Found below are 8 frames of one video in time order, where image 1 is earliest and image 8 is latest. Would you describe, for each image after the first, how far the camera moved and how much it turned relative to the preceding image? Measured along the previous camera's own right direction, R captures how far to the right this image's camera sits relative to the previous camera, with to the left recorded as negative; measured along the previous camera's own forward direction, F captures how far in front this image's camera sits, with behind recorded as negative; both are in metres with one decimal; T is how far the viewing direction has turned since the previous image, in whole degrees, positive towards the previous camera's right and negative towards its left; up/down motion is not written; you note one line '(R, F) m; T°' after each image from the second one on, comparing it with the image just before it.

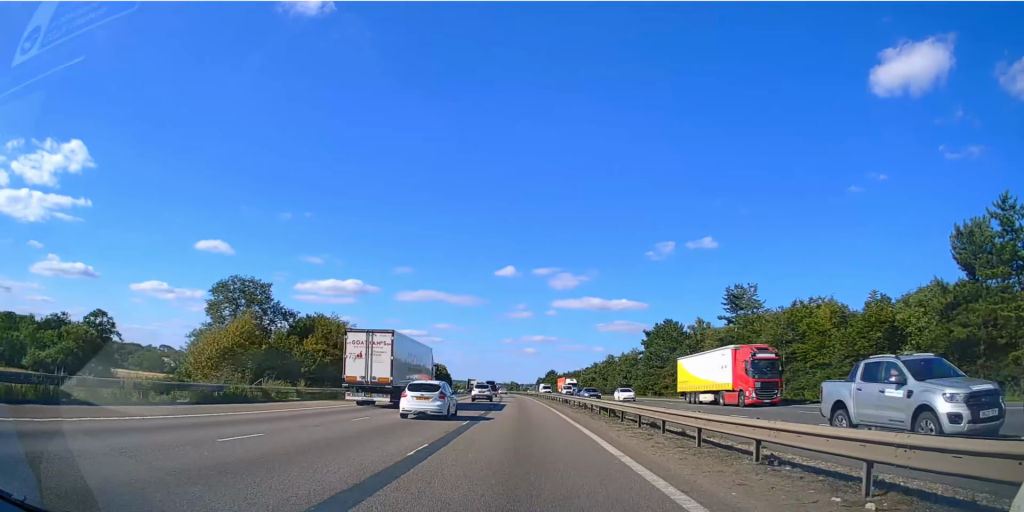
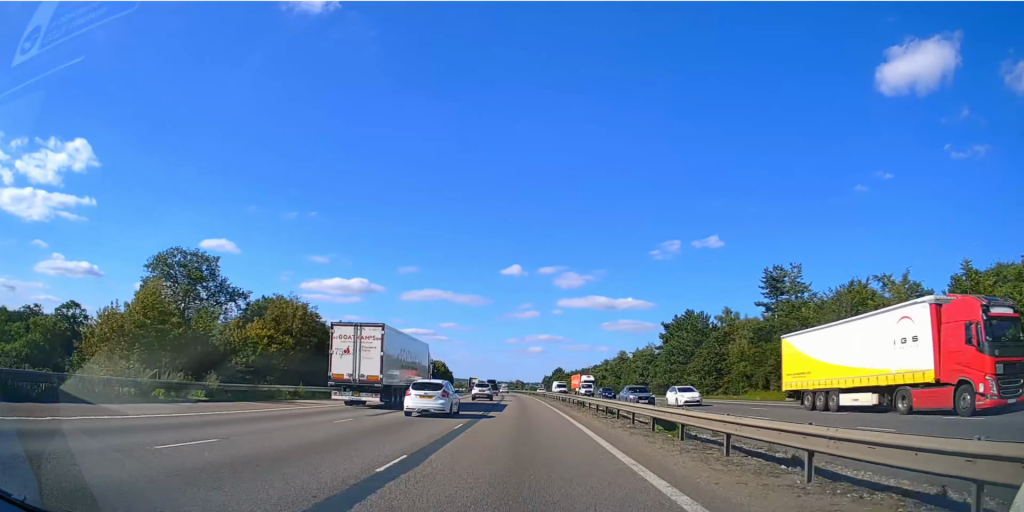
(0.0, +11.3) m; 0°
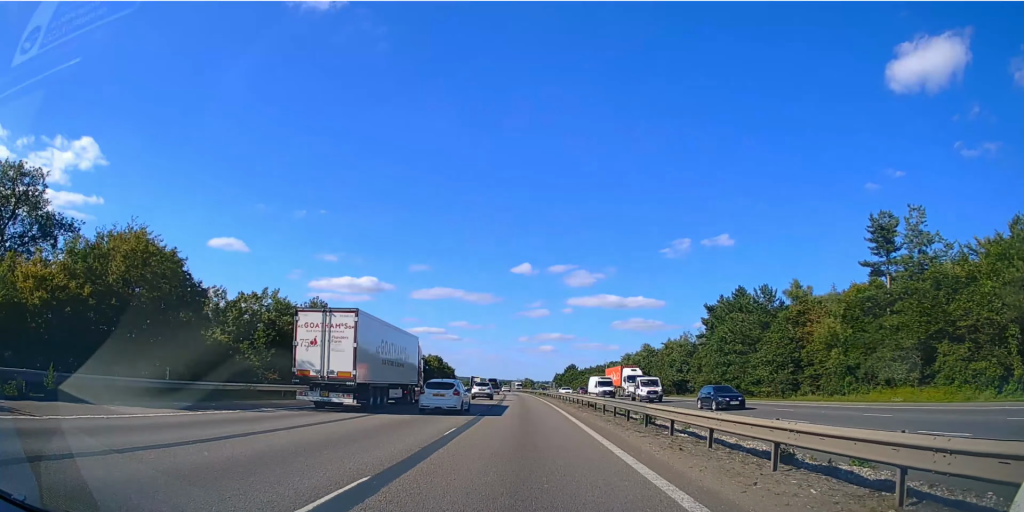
(-0.1, +20.9) m; -1°
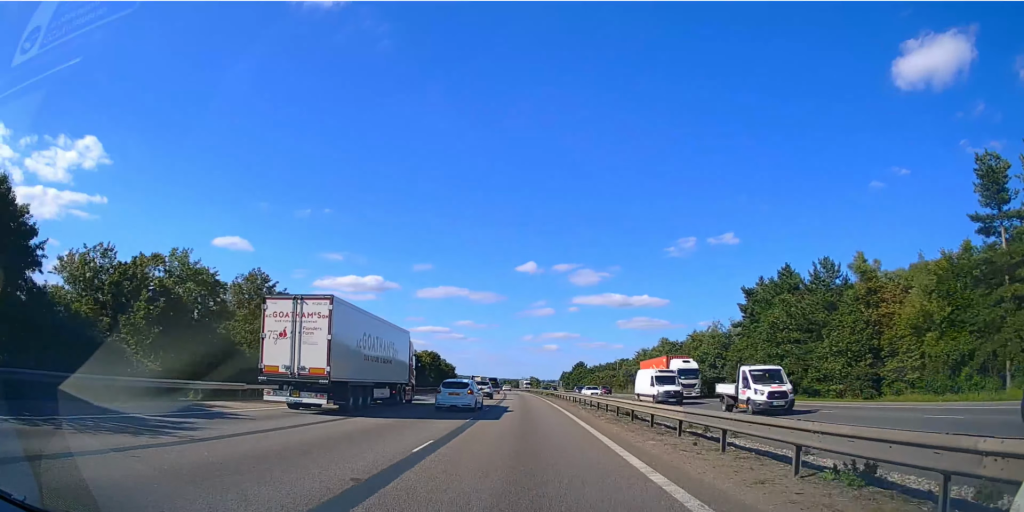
(-0.1, +13.5) m; -1°
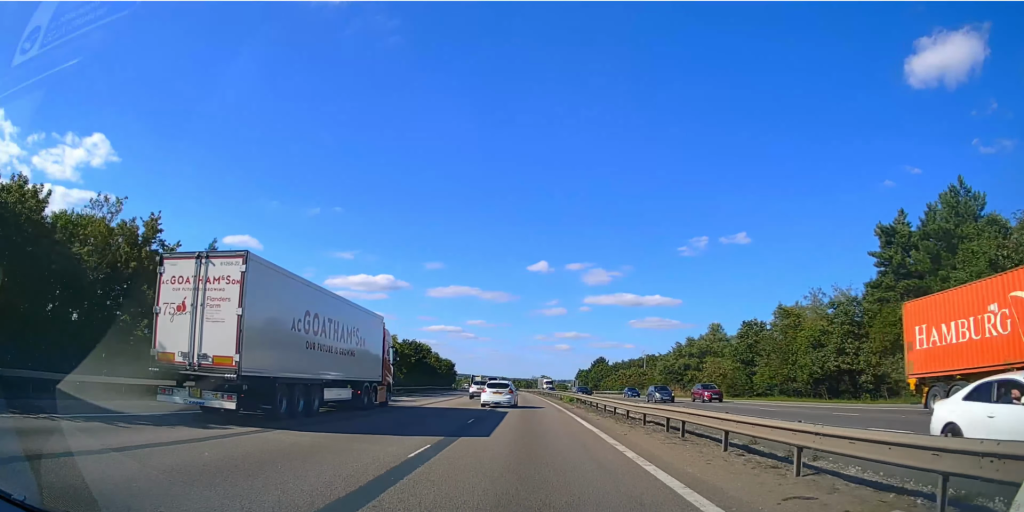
(-0.3, +29.0) m; -1°
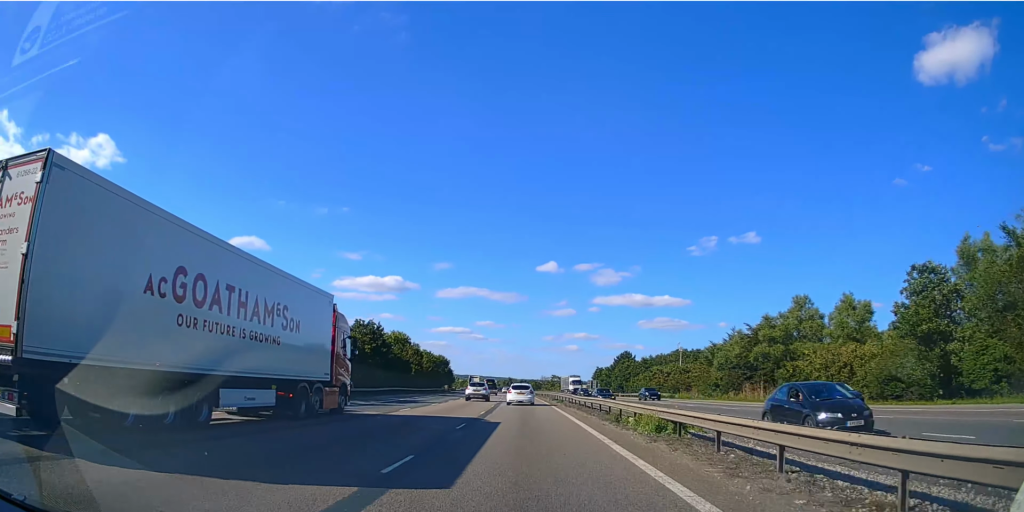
(-0.3, +28.9) m; -1°
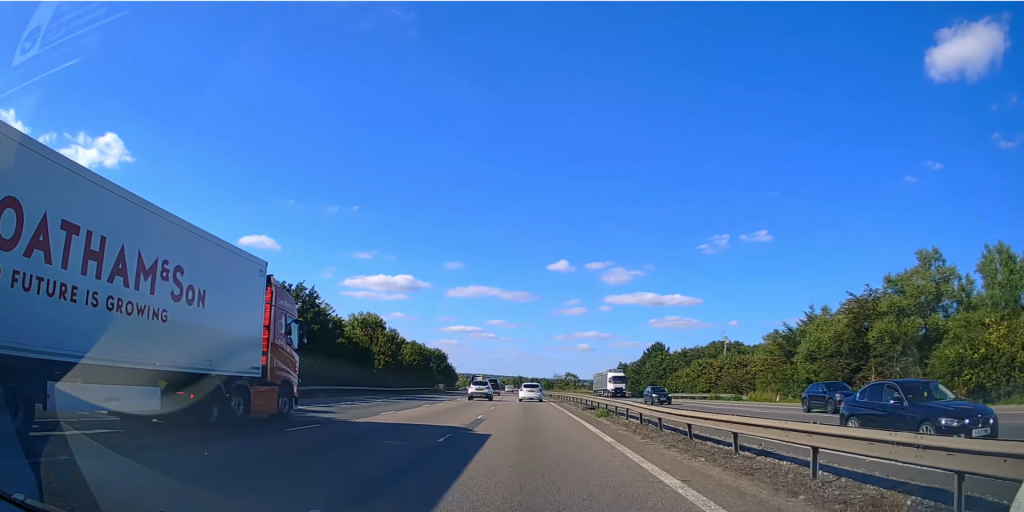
(-0.1, +23.1) m; -1°
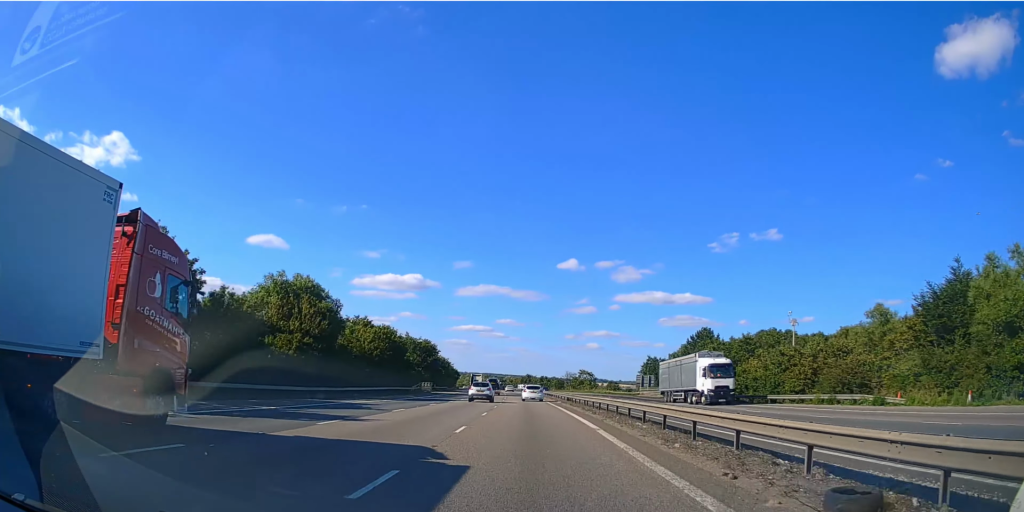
(-0.2, +25.2) m; -1°
